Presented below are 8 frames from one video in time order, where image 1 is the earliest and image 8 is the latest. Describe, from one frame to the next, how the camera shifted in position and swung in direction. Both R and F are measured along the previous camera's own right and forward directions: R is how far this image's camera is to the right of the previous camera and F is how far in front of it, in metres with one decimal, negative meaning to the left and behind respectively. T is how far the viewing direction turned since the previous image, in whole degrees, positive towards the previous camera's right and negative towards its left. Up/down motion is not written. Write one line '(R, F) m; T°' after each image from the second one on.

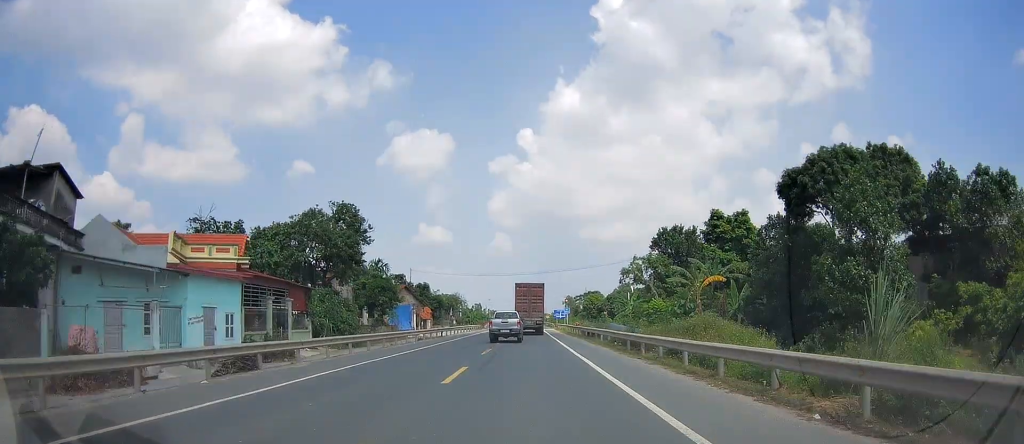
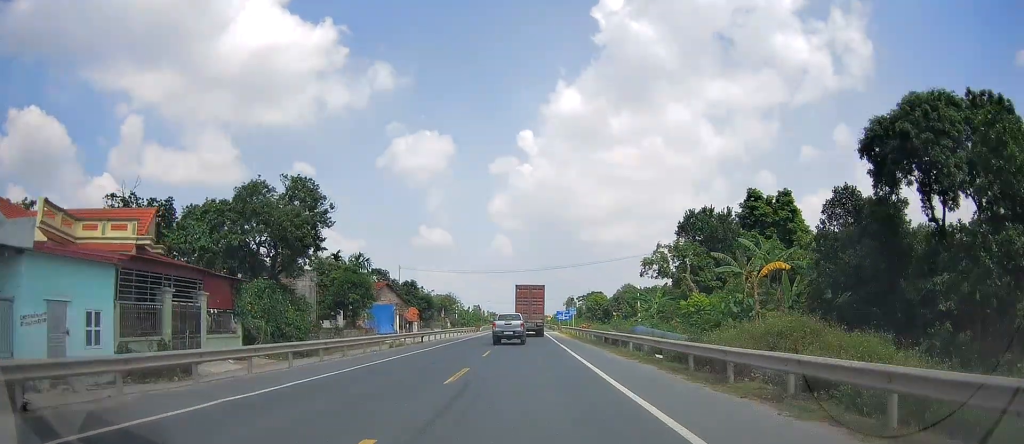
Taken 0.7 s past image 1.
(0.0, +9.6) m; +1°
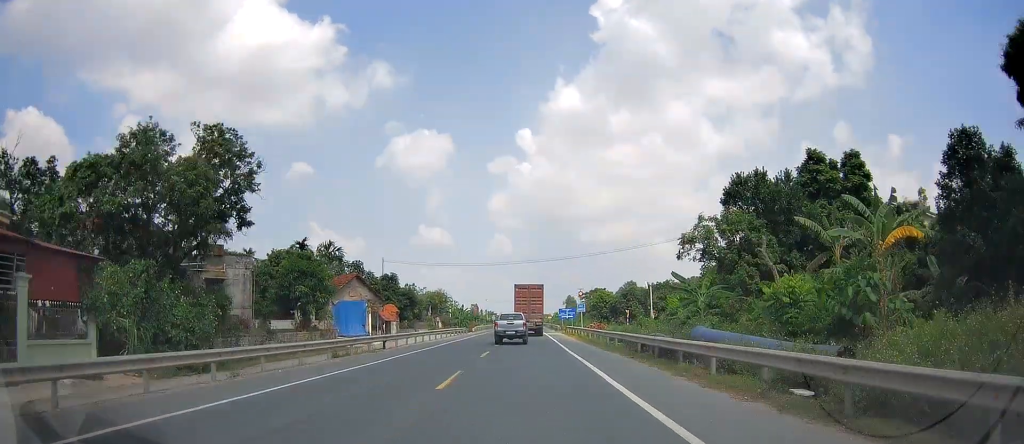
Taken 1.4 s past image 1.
(0.0, +11.1) m; 0°
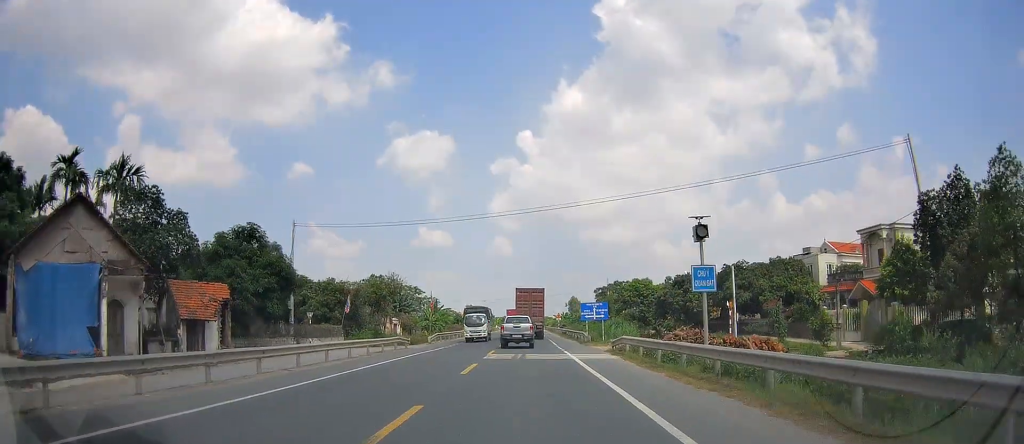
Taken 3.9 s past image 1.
(-0.2, +36.3) m; 0°
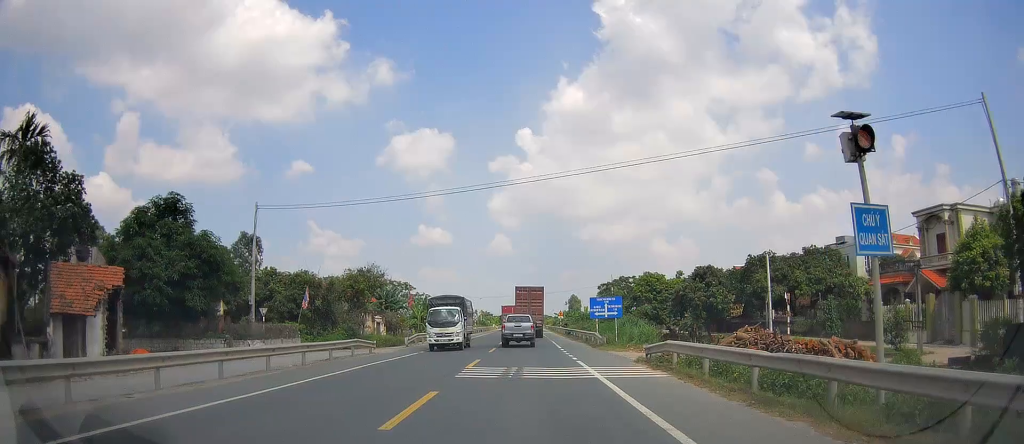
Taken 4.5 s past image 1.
(0.0, +8.3) m; 0°
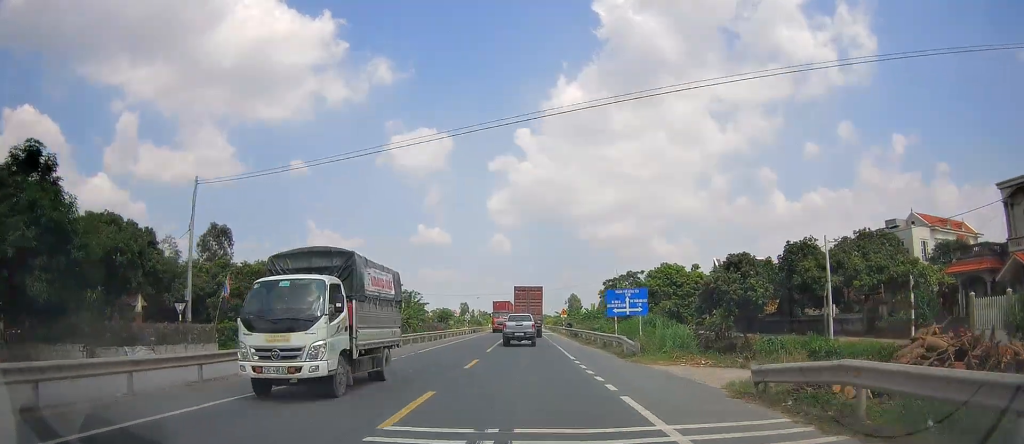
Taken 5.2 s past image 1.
(-0.1, +9.7) m; 0°
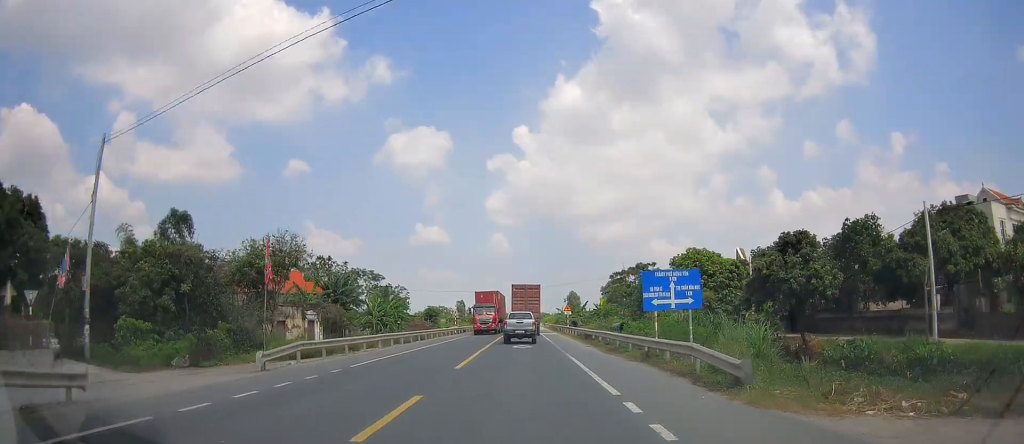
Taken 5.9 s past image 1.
(0.0, +10.8) m; 0°
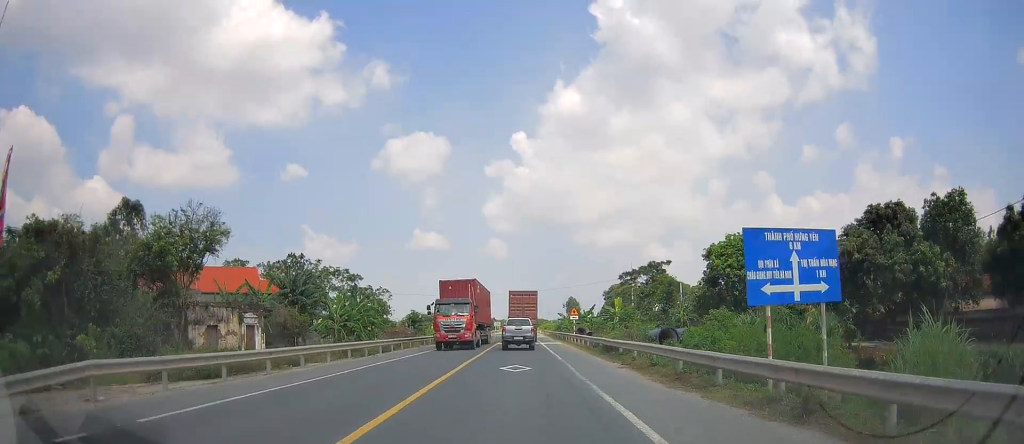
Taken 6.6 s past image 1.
(0.0, +10.9) m; 0°
